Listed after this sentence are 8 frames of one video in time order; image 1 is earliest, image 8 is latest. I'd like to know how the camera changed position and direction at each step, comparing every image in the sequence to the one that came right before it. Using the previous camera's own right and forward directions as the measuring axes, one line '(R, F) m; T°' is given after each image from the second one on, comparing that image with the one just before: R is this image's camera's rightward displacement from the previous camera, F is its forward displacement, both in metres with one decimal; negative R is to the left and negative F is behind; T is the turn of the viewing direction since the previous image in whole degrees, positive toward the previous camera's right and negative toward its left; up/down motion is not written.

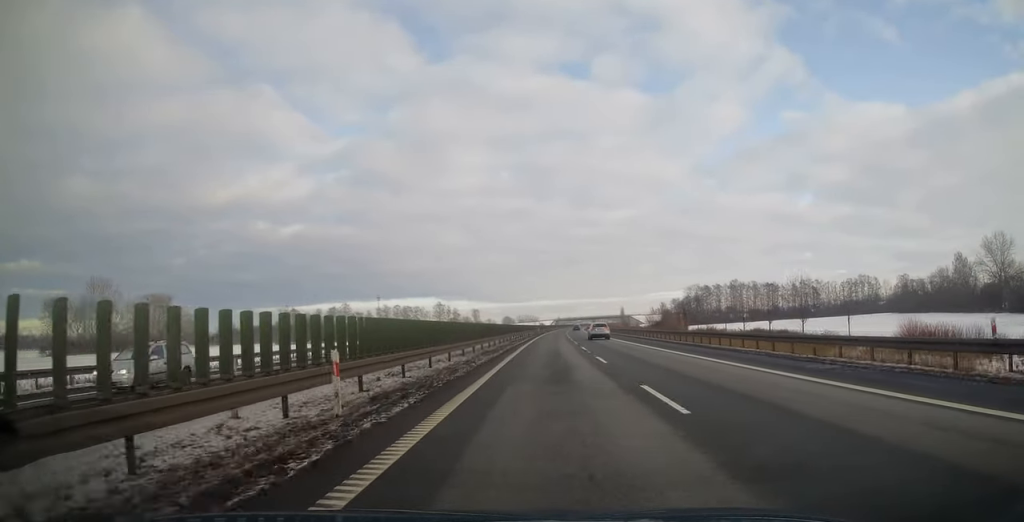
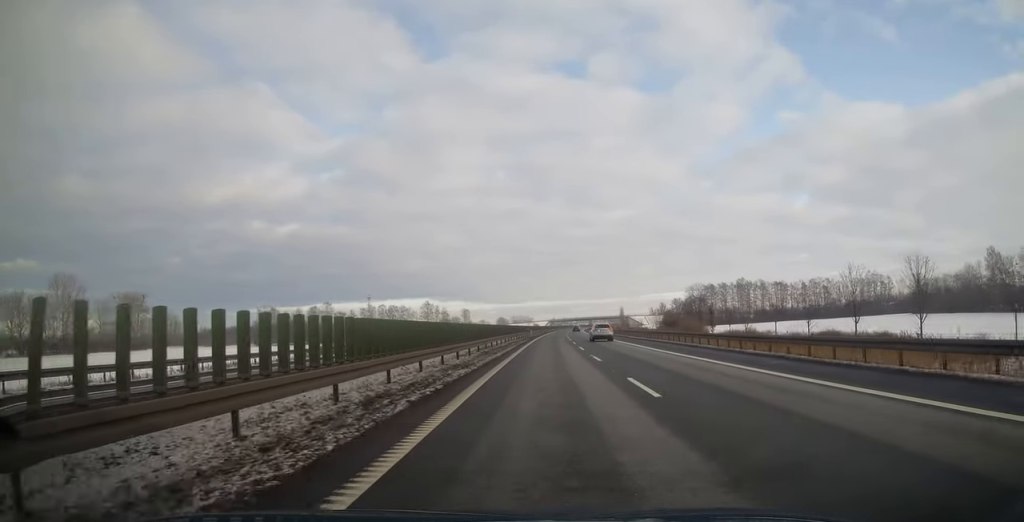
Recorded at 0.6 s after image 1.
(+0.2, +20.6) m; +1°
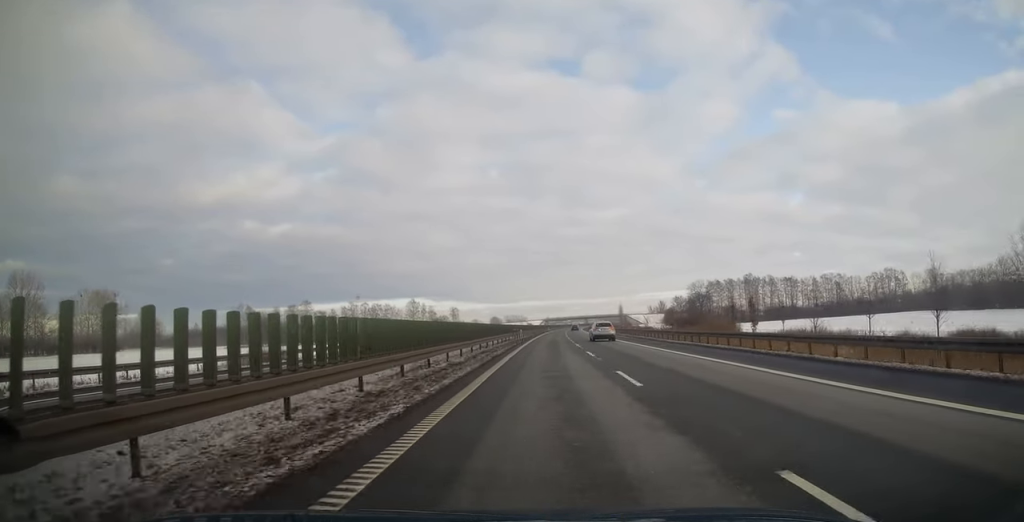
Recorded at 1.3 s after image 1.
(+0.1, +22.0) m; +1°
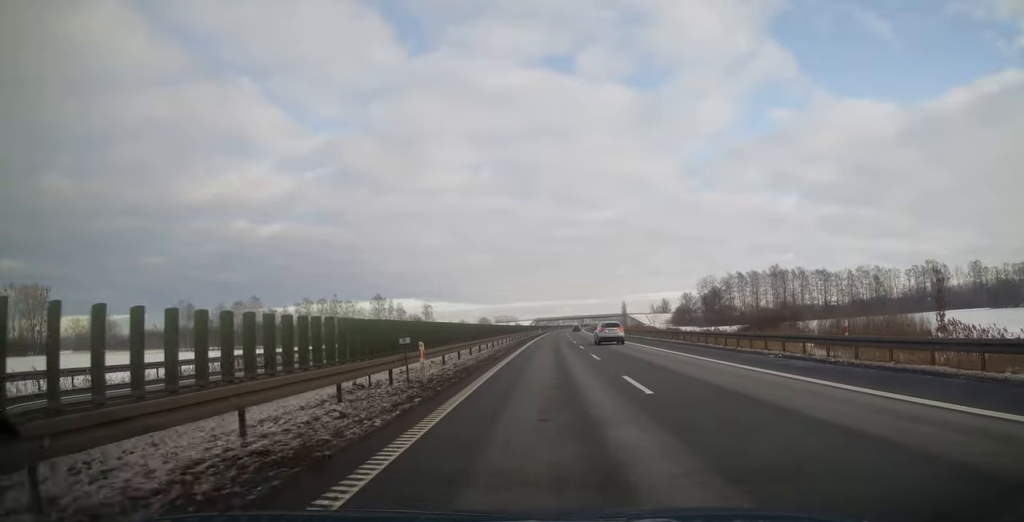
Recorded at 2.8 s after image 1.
(+0.4, +47.4) m; +1°
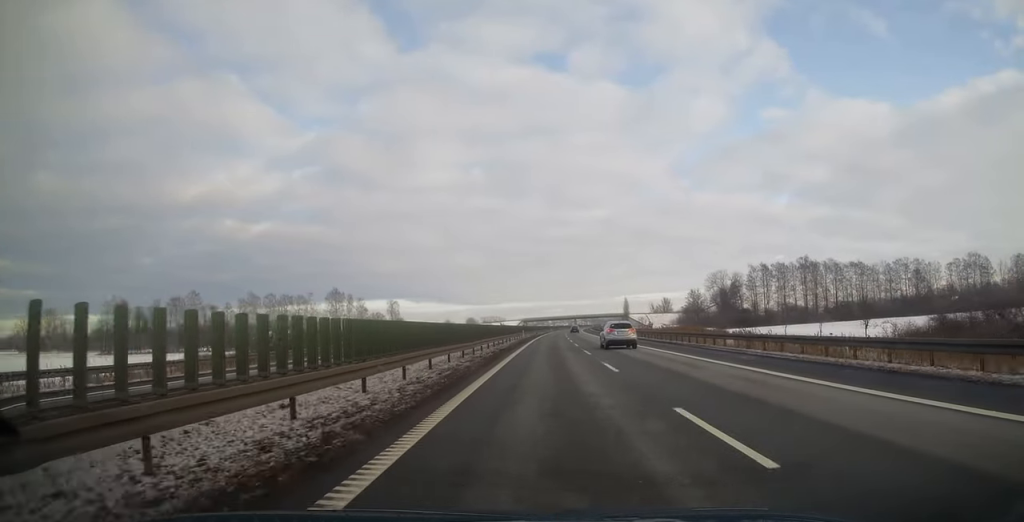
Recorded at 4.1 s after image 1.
(+0.2, +37.6) m; +1°
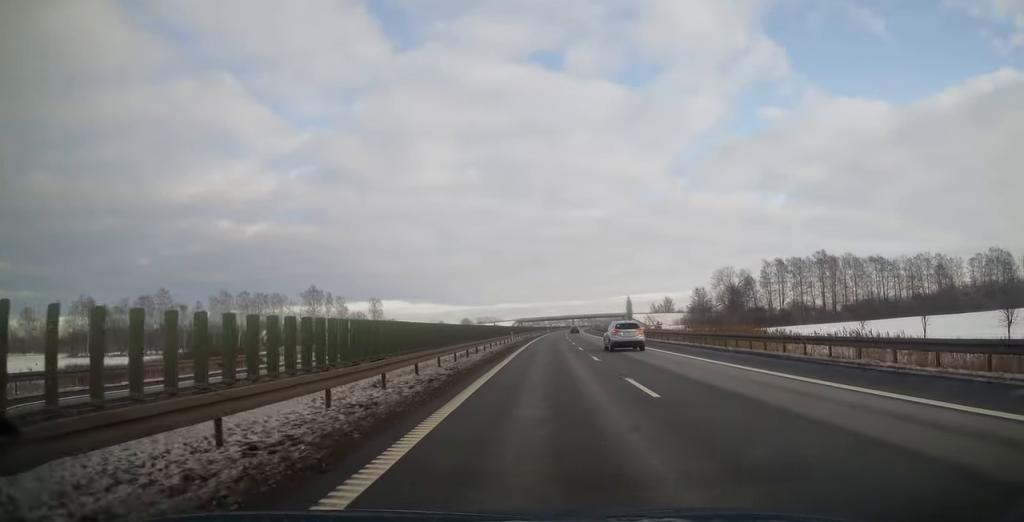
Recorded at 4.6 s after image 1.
(0.0, +17.1) m; 0°
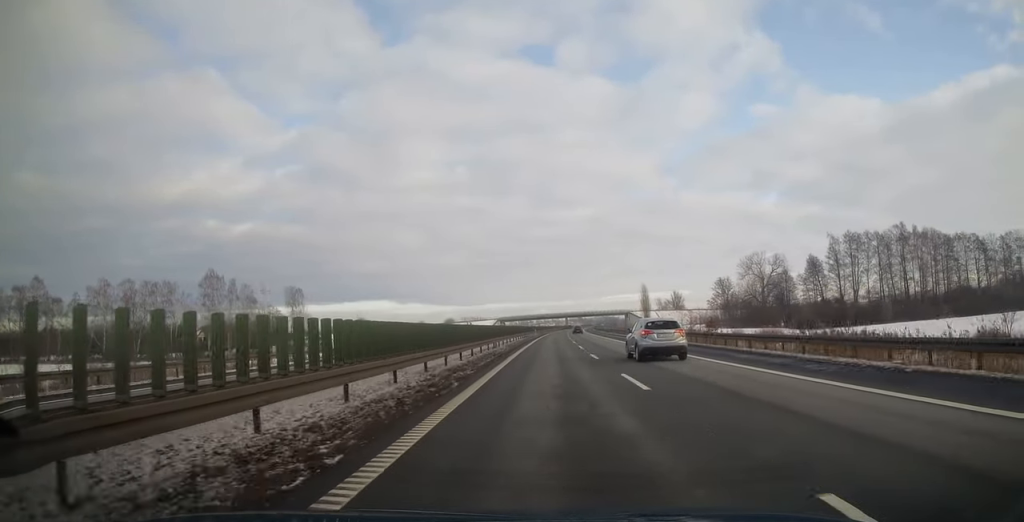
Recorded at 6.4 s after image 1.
(+0.6, +56.5) m; +1°
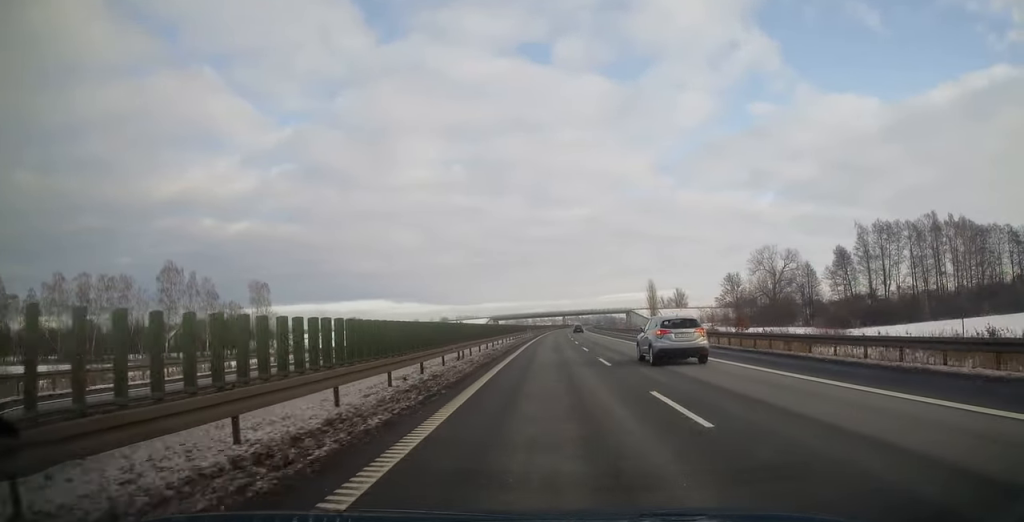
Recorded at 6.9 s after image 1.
(0.0, +16.4) m; 0°
